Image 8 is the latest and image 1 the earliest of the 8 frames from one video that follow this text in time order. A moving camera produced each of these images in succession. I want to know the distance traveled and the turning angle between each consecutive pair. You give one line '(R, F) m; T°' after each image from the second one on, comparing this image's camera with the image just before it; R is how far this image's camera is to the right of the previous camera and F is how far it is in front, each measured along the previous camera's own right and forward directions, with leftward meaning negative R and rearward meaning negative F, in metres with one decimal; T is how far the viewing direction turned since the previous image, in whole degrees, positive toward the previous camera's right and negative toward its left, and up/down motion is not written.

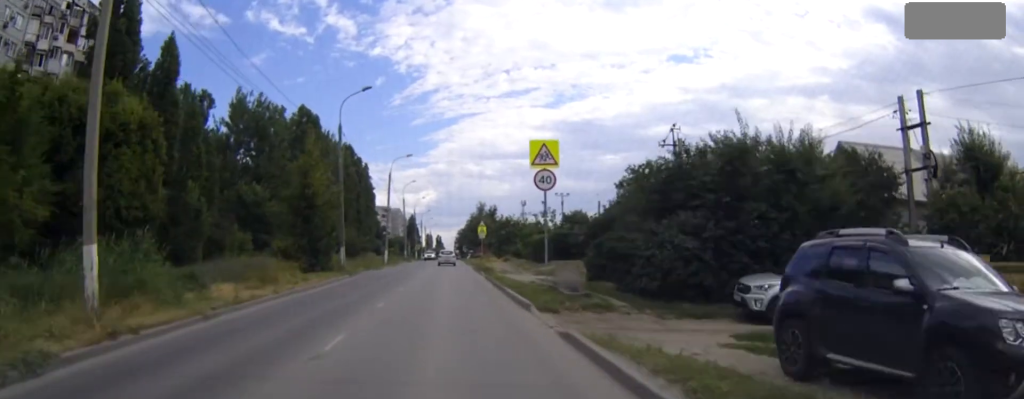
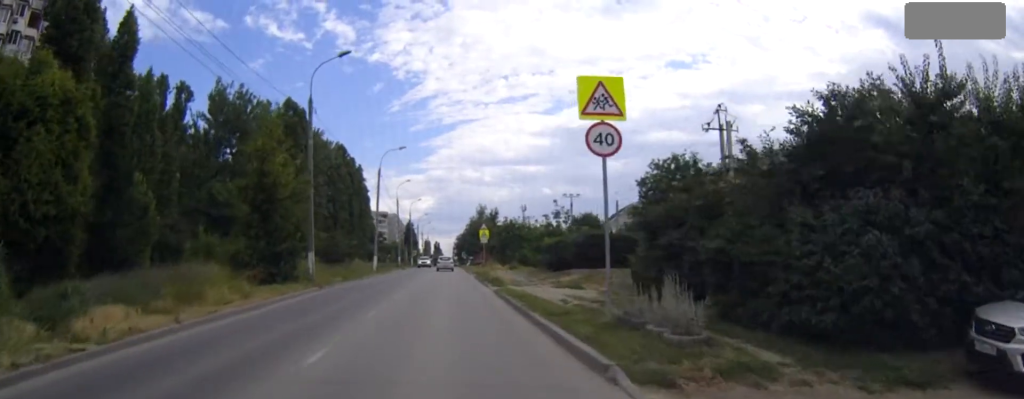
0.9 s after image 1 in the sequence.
(0.0, +9.3) m; 0°
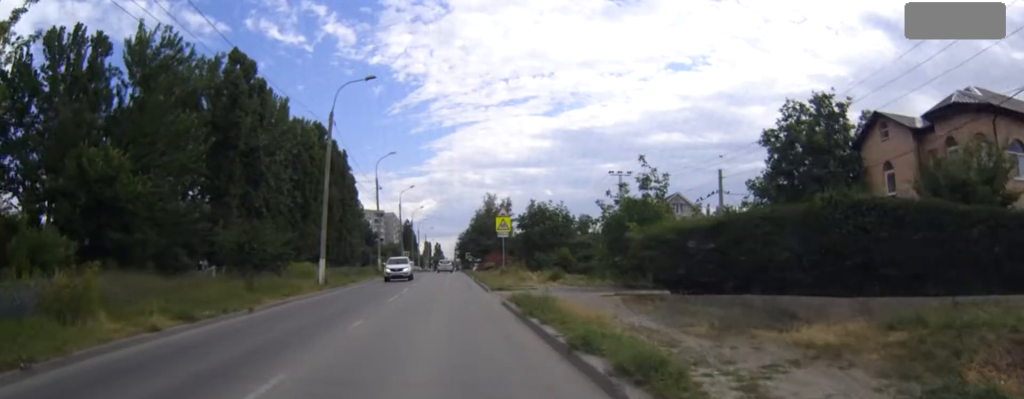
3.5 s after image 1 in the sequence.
(+0.1, +27.0) m; 0°
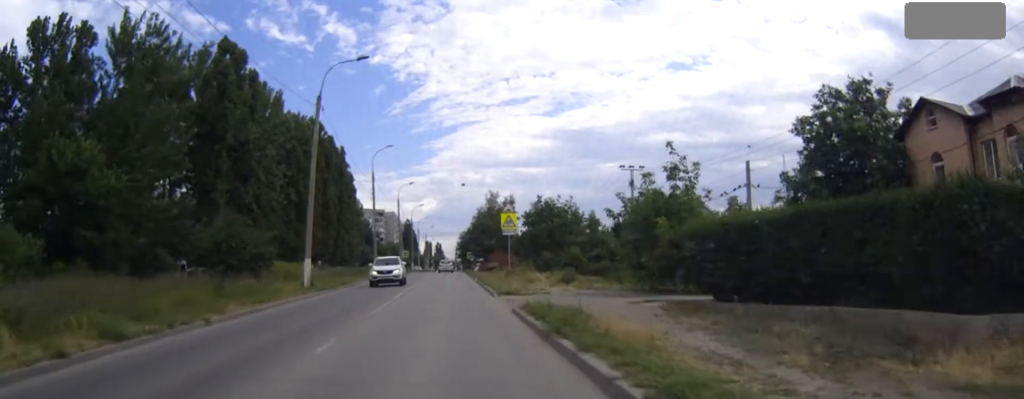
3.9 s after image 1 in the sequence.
(0.0, +4.1) m; 0°
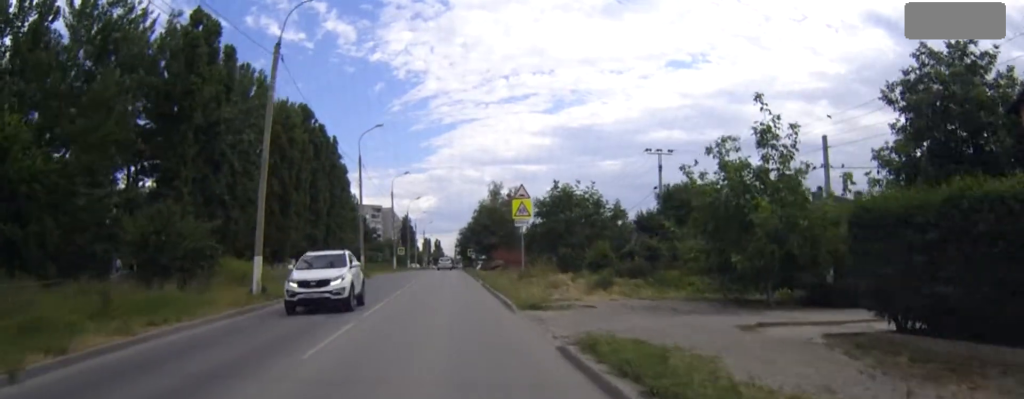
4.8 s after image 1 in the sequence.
(0.0, +8.9) m; 0°
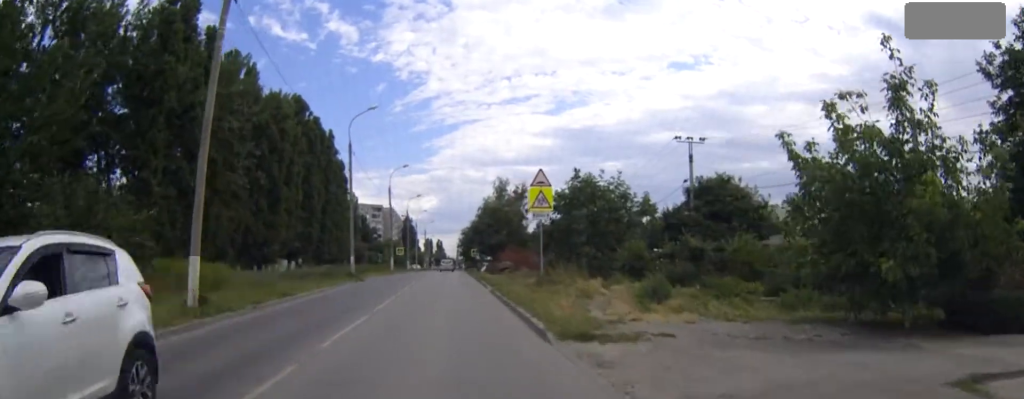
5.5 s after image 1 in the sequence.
(0.0, +6.7) m; 0°
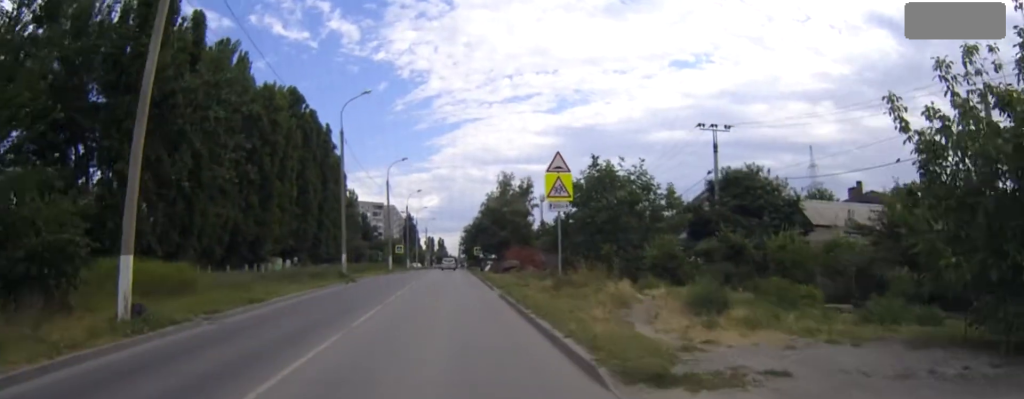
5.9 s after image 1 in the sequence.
(0.0, +4.4) m; 0°
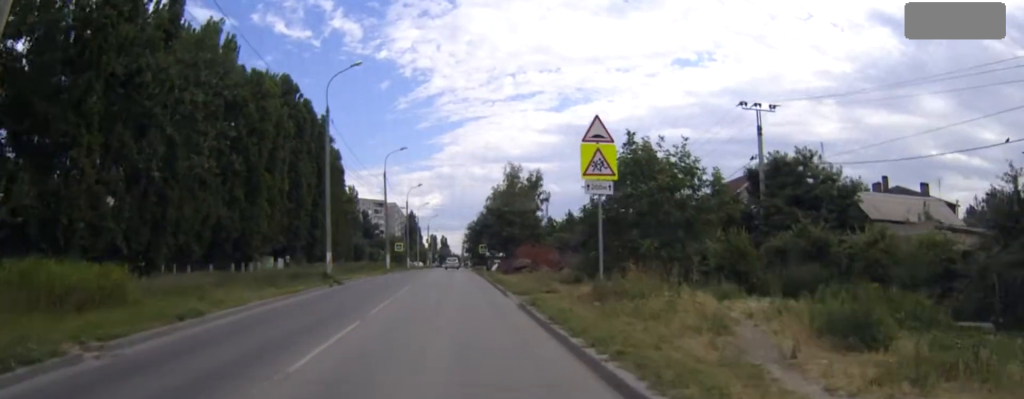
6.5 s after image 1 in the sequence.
(0.0, +6.3) m; 0°
